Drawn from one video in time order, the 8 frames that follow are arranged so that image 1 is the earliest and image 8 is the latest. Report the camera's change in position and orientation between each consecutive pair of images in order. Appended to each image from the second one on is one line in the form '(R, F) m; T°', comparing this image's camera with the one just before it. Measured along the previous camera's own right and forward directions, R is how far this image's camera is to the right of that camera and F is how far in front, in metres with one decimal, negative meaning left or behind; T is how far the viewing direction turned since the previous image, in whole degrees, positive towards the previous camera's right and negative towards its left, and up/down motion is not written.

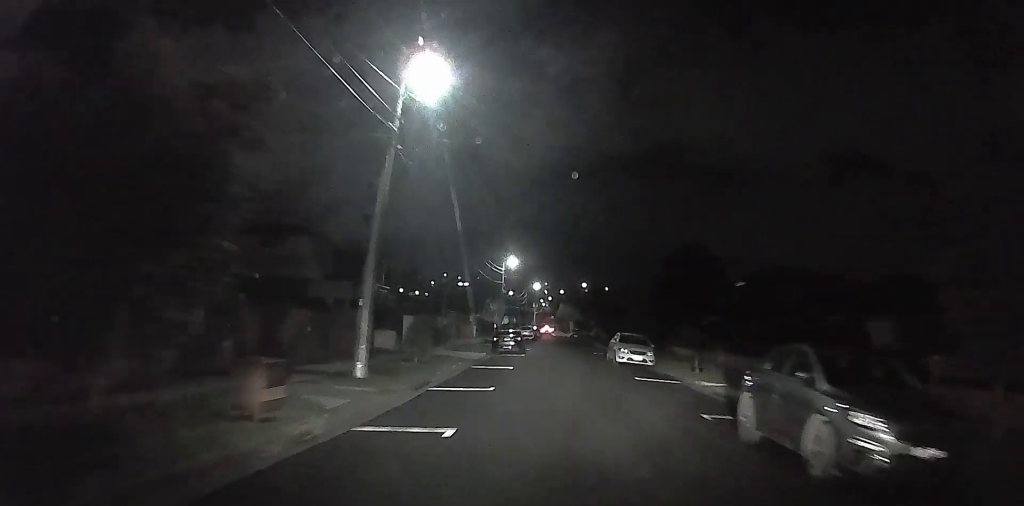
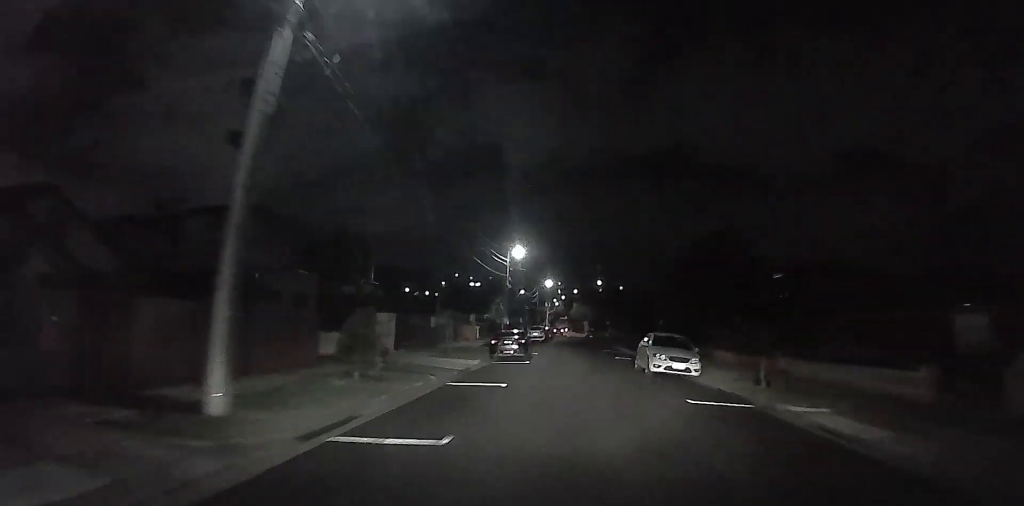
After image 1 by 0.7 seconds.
(-0.5, +8.7) m; +2°
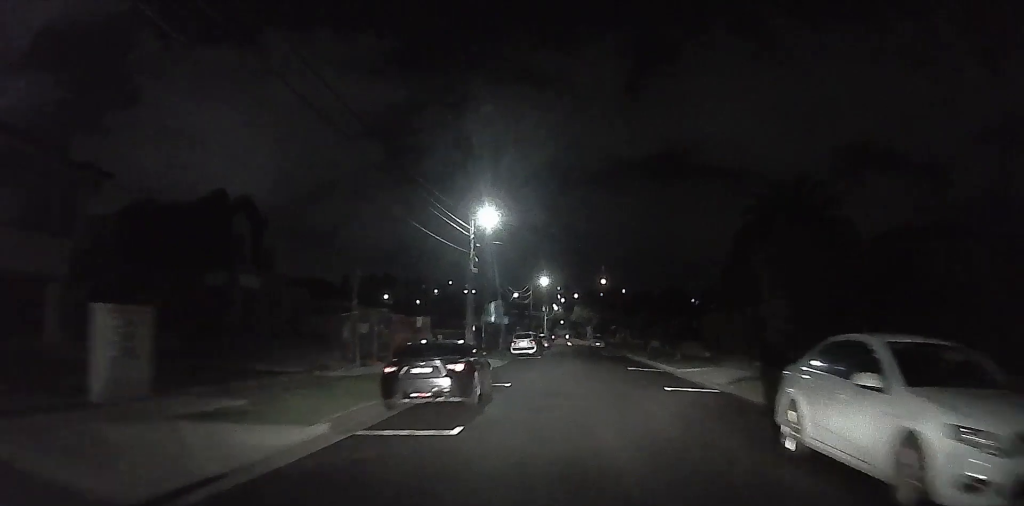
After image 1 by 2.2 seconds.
(+1.3, +20.3) m; +3°
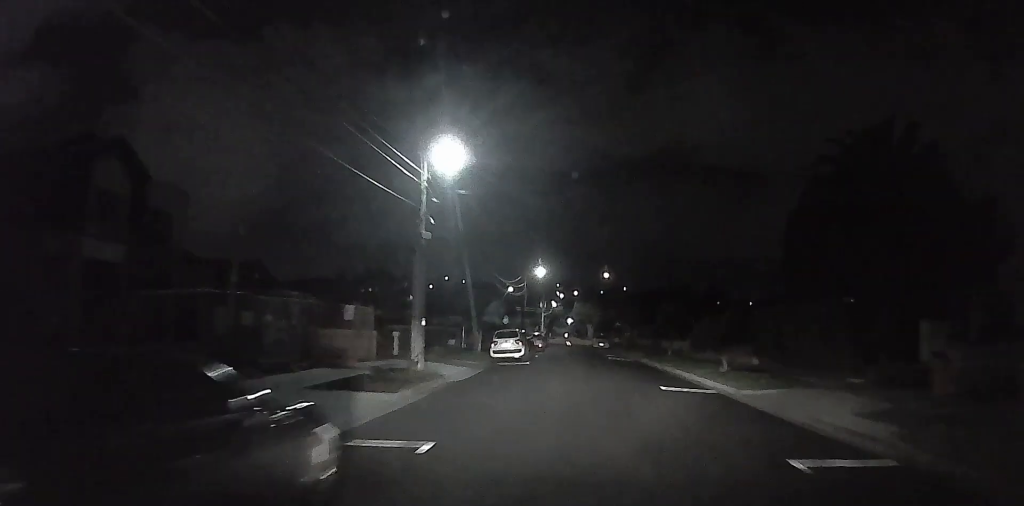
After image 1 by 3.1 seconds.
(-0.2, +10.2) m; -3°
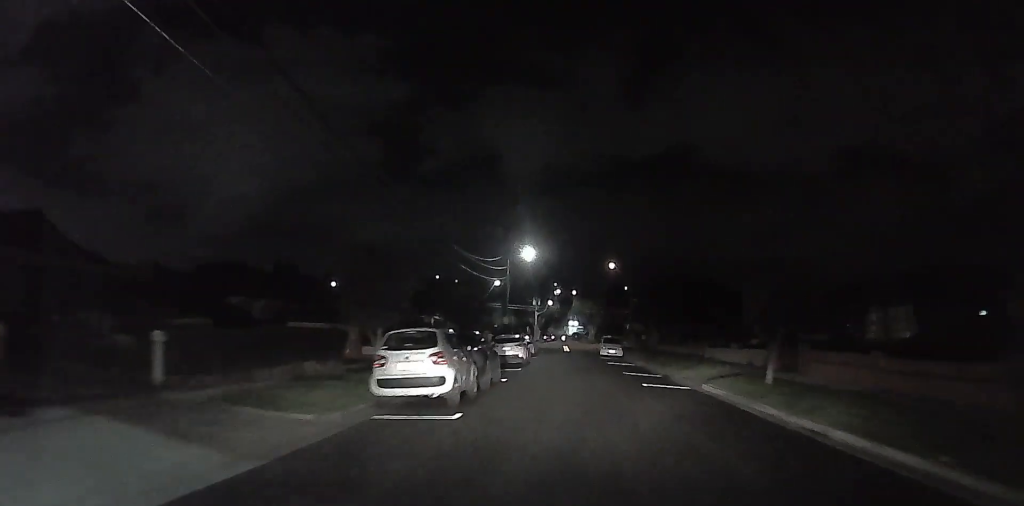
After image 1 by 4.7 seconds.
(-0.8, +14.6) m; -5°
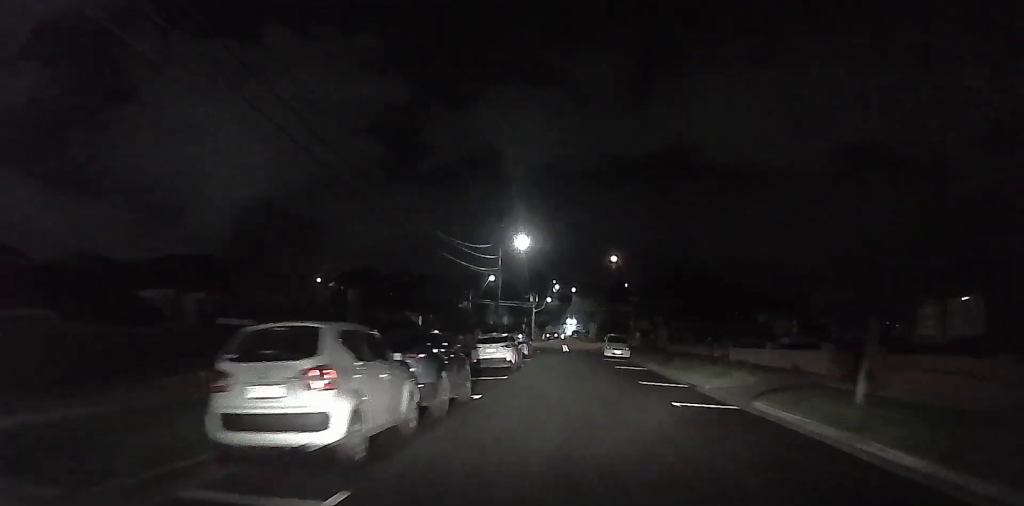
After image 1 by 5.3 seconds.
(0.0, +3.8) m; +4°
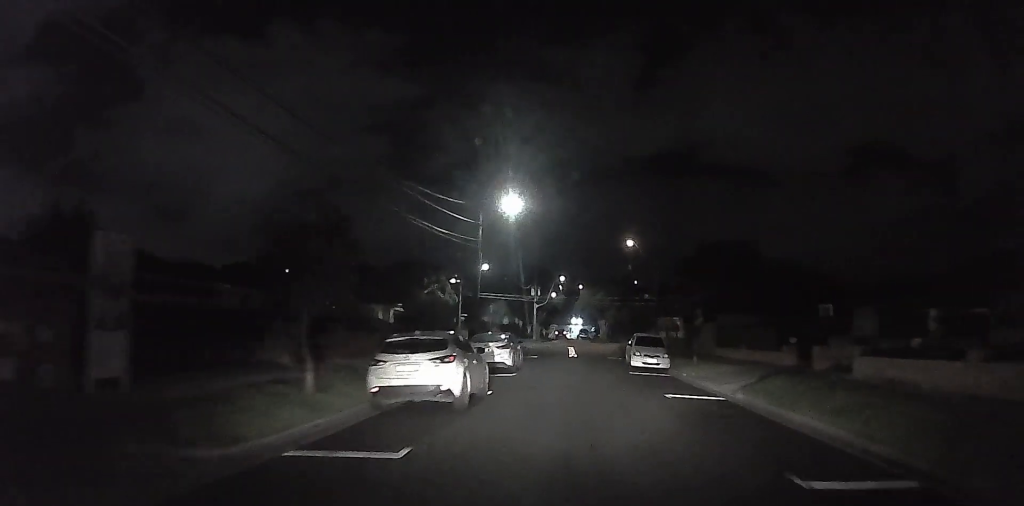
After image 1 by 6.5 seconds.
(+0.8, +8.9) m; +3°
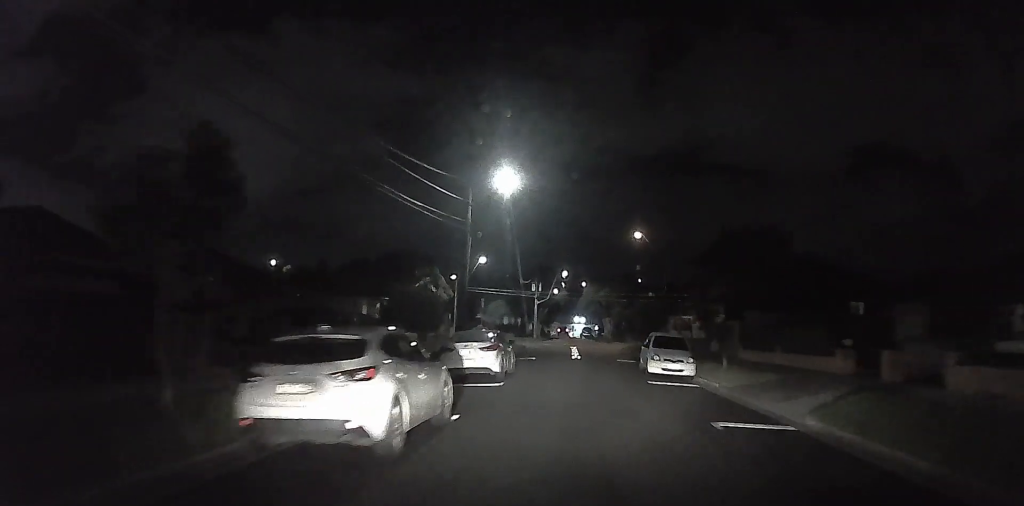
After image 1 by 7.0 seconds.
(0.0, +3.4) m; -2°
